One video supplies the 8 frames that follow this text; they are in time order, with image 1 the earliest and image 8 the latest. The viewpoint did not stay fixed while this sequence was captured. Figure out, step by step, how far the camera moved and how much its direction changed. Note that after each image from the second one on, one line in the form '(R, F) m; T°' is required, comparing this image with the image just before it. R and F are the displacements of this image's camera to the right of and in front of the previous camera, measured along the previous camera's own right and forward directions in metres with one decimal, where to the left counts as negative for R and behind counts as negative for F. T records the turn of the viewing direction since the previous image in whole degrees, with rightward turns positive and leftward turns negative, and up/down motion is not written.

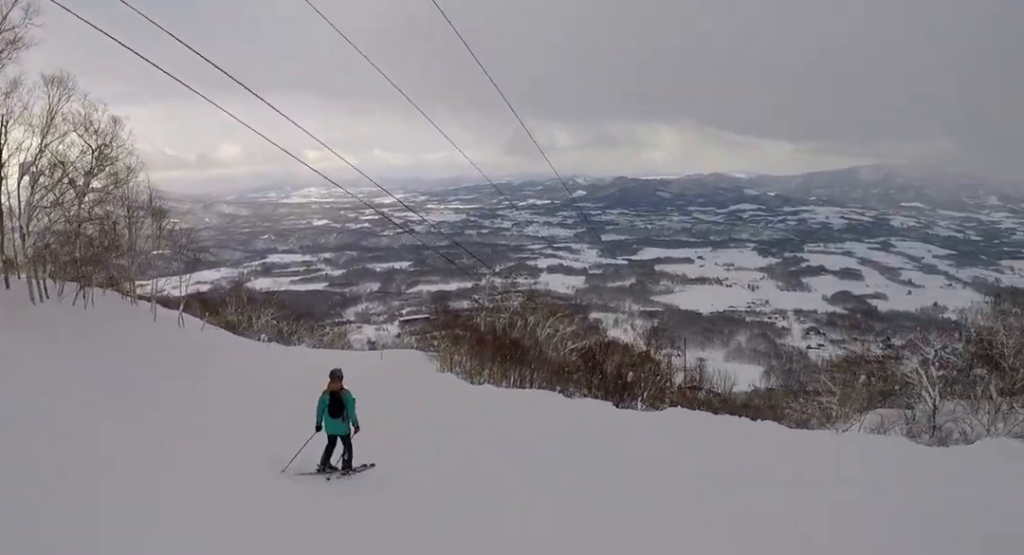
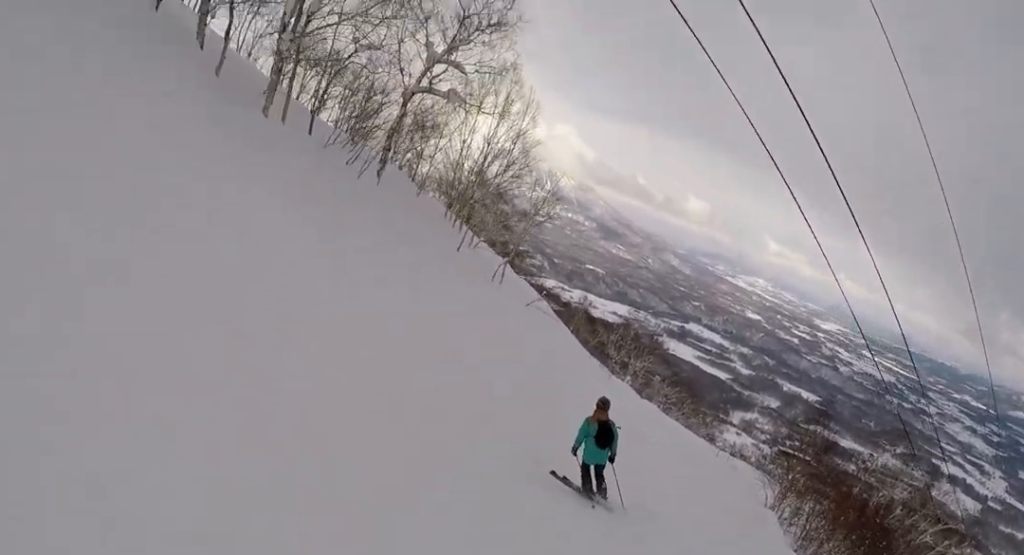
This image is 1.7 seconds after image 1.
(-1.5, +9.1) m; -36°
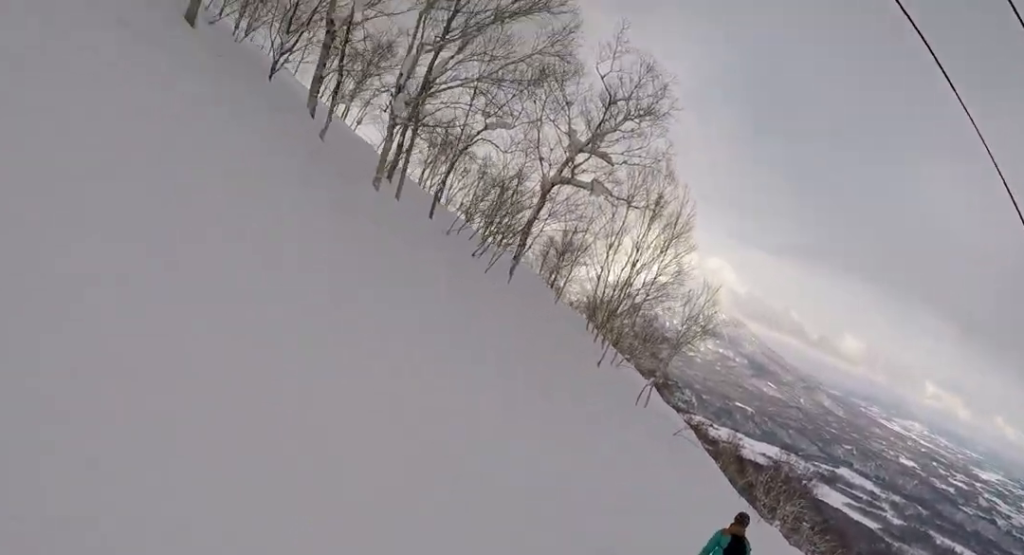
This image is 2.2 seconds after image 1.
(-0.4, +2.7) m; +1°
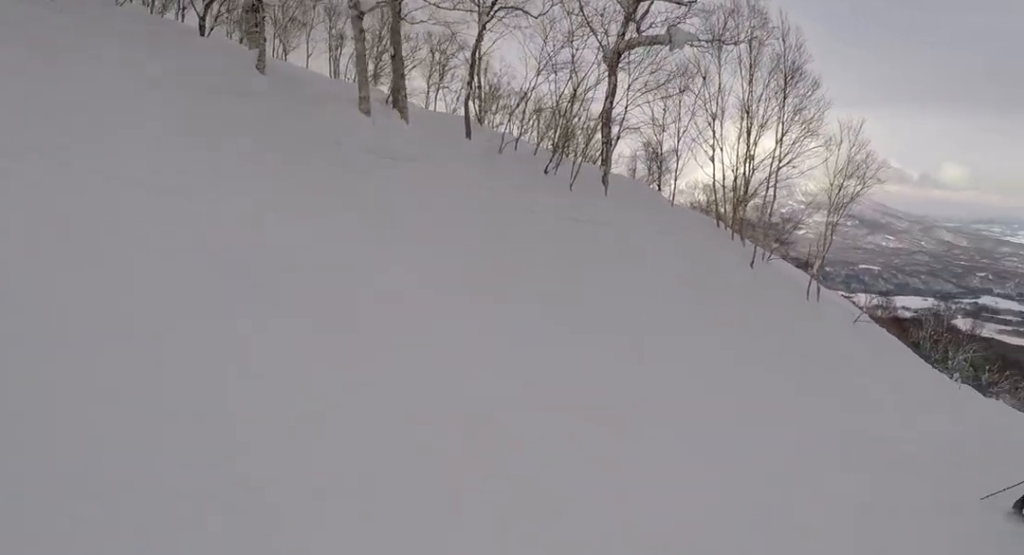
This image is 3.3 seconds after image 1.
(+0.3, +6.2) m; +11°
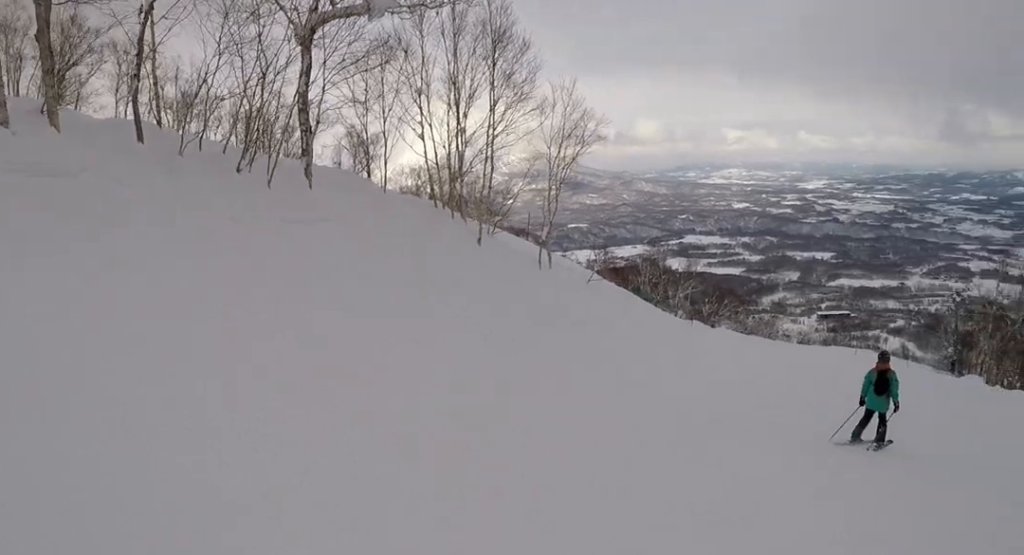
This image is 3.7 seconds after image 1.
(+0.2, +2.5) m; +7°
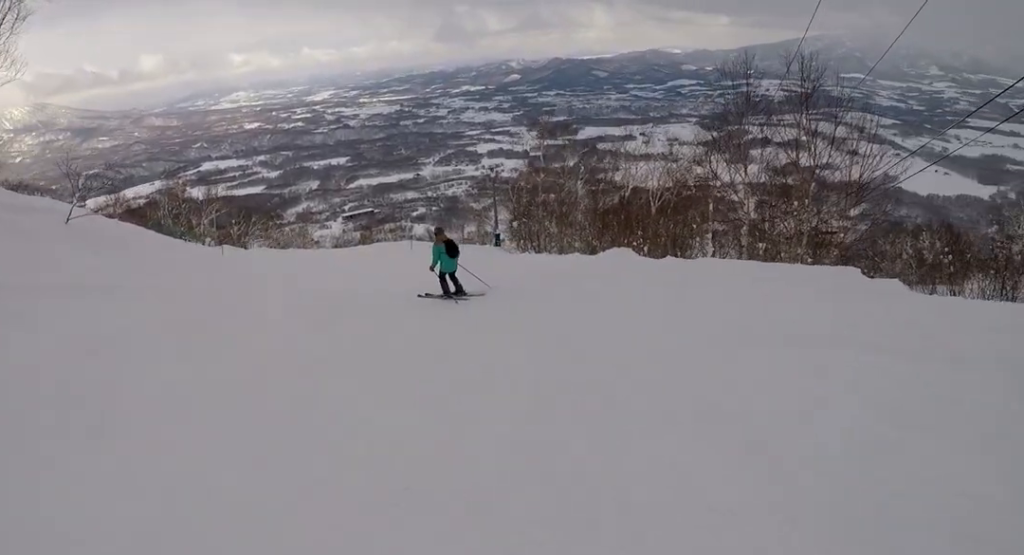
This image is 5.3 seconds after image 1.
(+2.1, +8.6) m; +18°
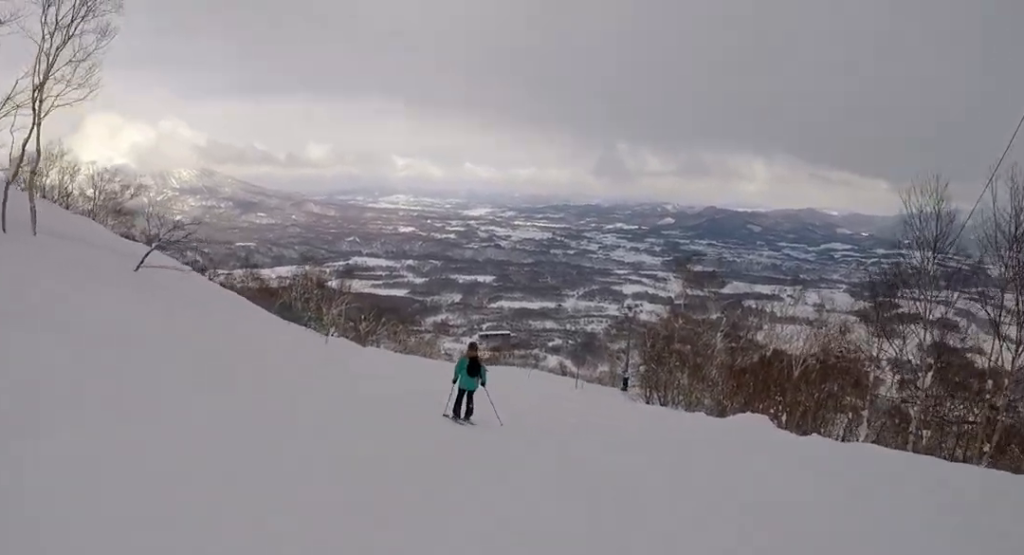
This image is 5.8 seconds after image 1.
(+0.5, +2.7) m; -2°
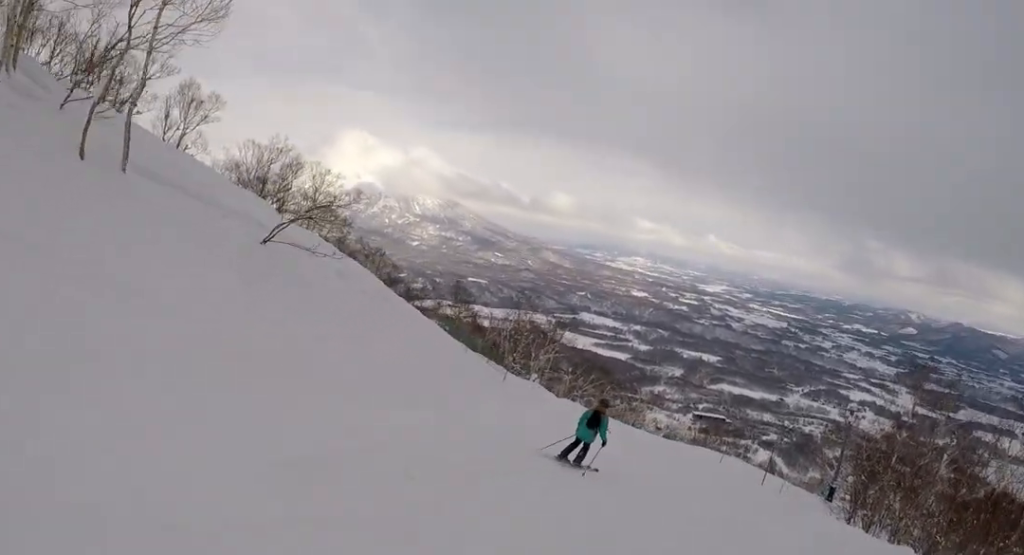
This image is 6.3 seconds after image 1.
(-0.8, +3.0) m; -9°
